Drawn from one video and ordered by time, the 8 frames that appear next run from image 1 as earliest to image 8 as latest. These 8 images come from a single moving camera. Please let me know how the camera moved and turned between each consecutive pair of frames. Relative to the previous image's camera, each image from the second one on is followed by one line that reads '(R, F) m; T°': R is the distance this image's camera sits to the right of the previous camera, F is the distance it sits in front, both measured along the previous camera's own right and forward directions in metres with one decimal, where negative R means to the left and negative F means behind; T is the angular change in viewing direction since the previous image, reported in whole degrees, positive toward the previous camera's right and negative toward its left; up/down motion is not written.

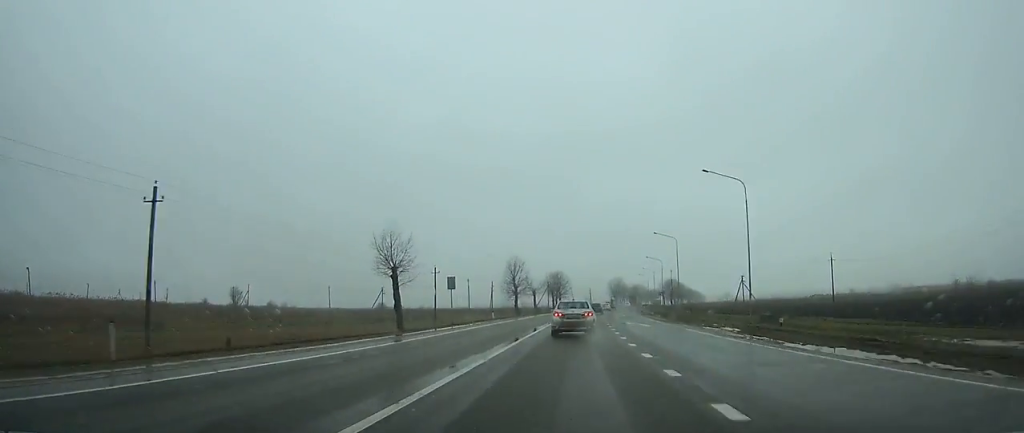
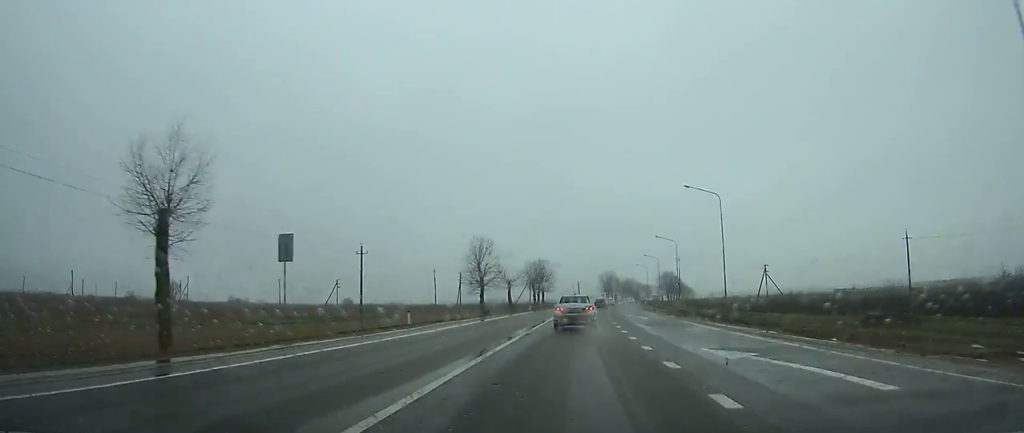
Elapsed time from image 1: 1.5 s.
(+0.3, +27.7) m; +2°
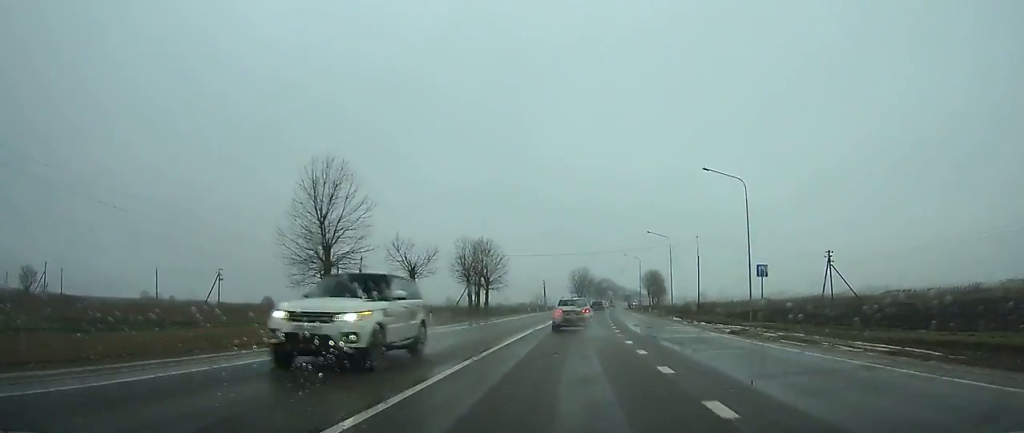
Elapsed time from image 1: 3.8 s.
(+1.1, +44.8) m; +3°
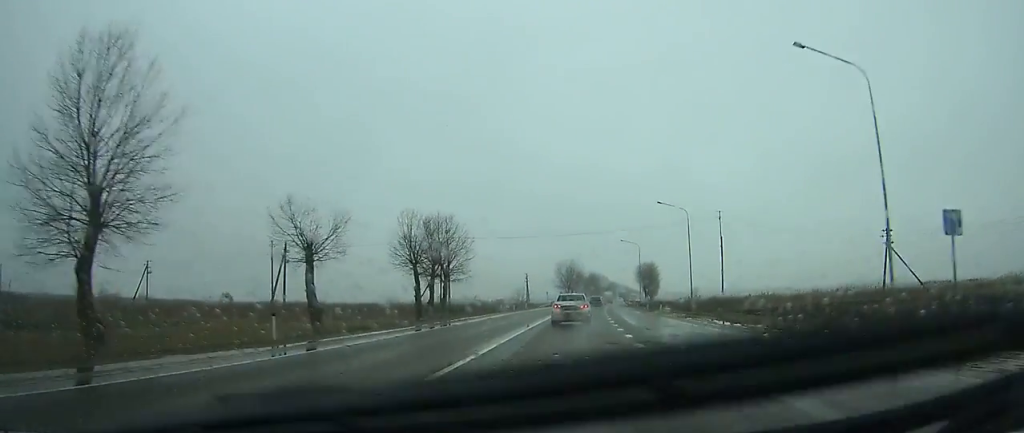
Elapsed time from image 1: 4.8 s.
(+0.2, +19.3) m; +1°
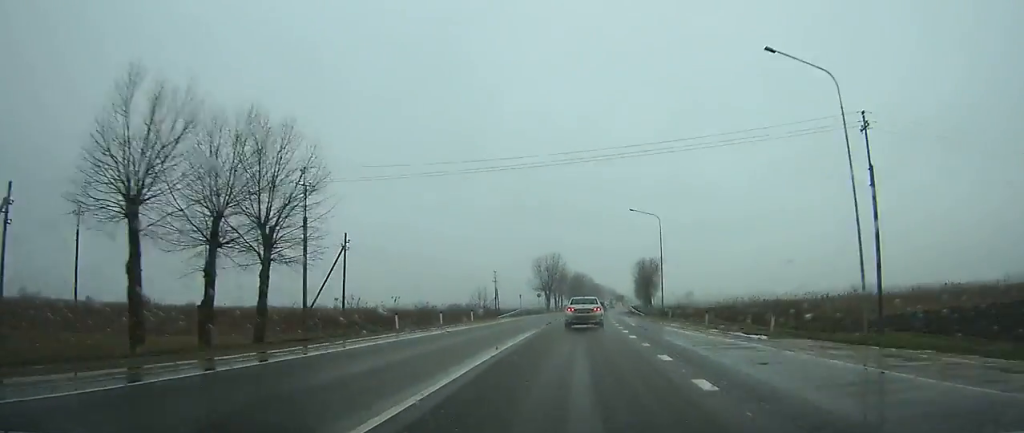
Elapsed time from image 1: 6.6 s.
(+0.6, +34.9) m; +2°
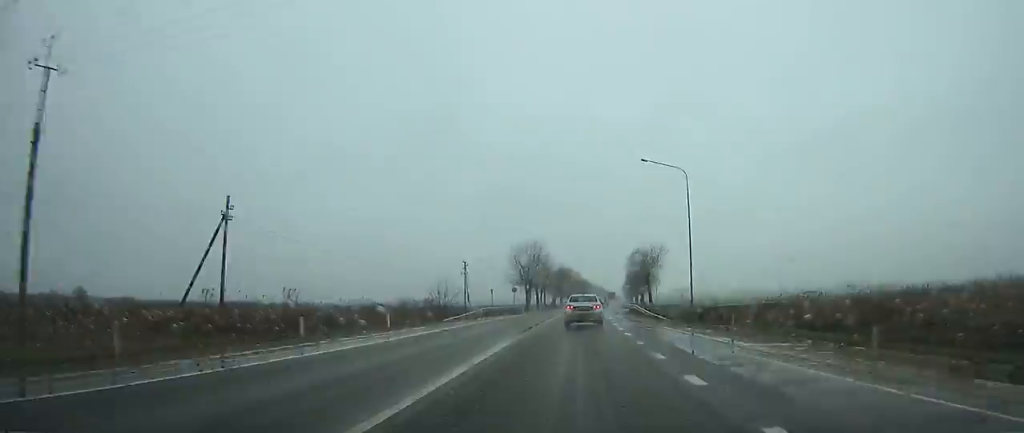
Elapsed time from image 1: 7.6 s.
(+0.3, +19.3) m; +1°
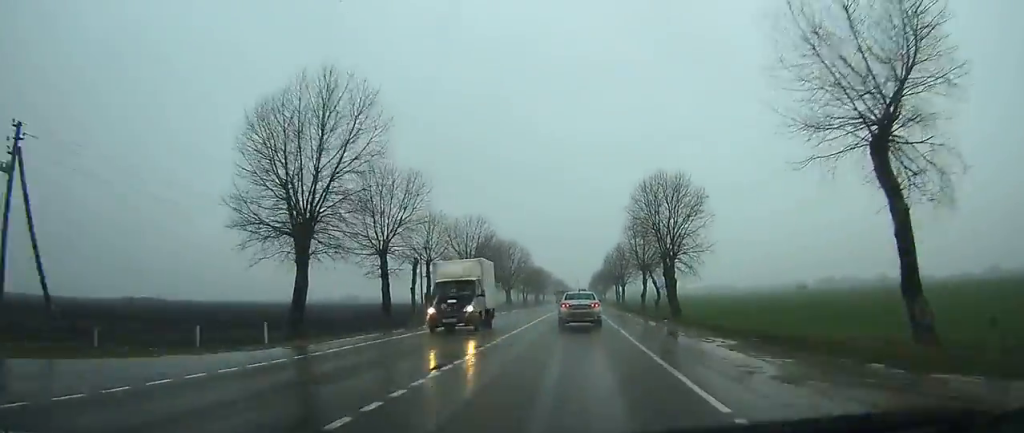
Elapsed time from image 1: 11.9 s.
(+2.6, +81.2) m; +3°
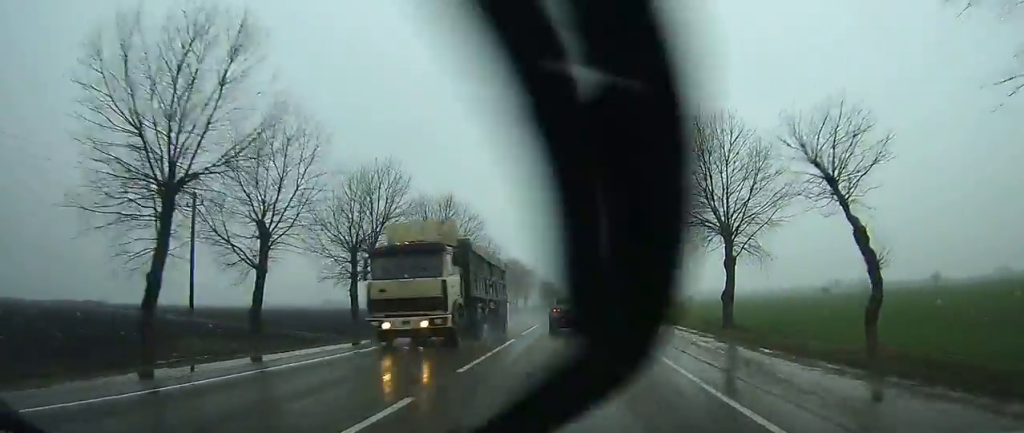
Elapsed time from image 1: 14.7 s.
(+0.3, +52.5) m; +1°
